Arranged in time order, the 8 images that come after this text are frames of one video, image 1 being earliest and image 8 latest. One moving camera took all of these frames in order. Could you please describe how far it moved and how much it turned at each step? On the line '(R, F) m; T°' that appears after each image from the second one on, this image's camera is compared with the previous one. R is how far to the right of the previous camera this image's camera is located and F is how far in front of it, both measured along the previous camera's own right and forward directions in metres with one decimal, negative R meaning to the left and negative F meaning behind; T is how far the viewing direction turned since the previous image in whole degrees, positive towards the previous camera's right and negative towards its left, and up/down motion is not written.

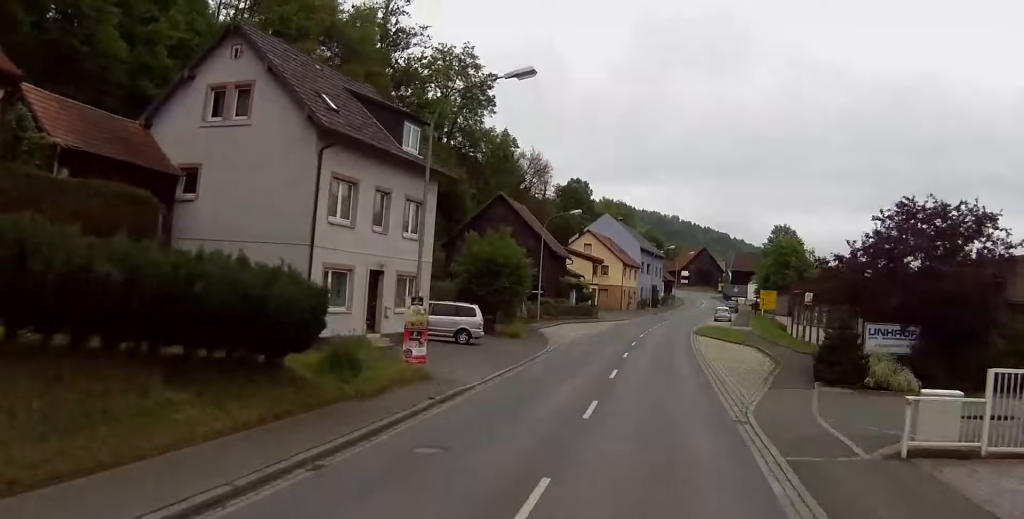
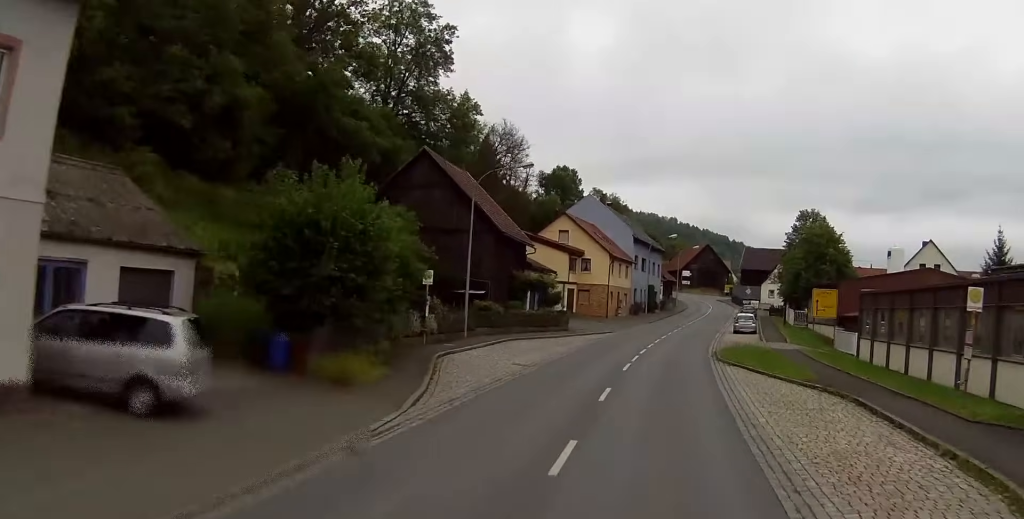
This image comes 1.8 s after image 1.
(-0.1, +24.1) m; -1°
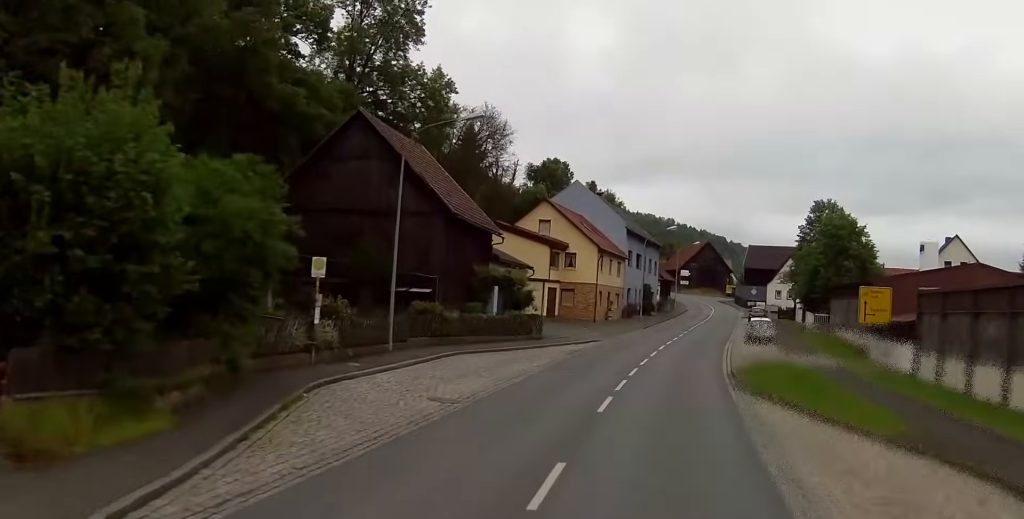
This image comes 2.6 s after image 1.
(-0.1, +11.3) m; -1°
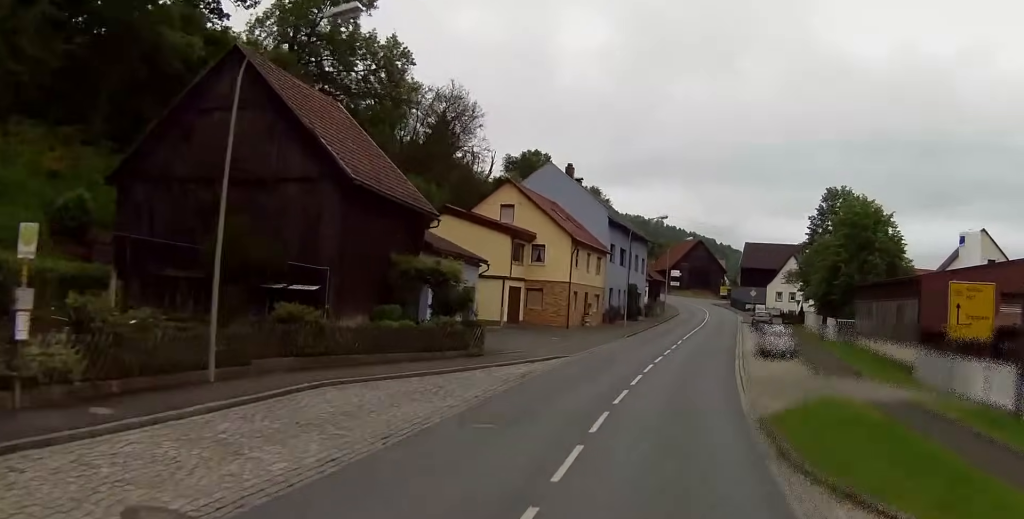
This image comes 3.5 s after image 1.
(-0.1, +12.1) m; 0°
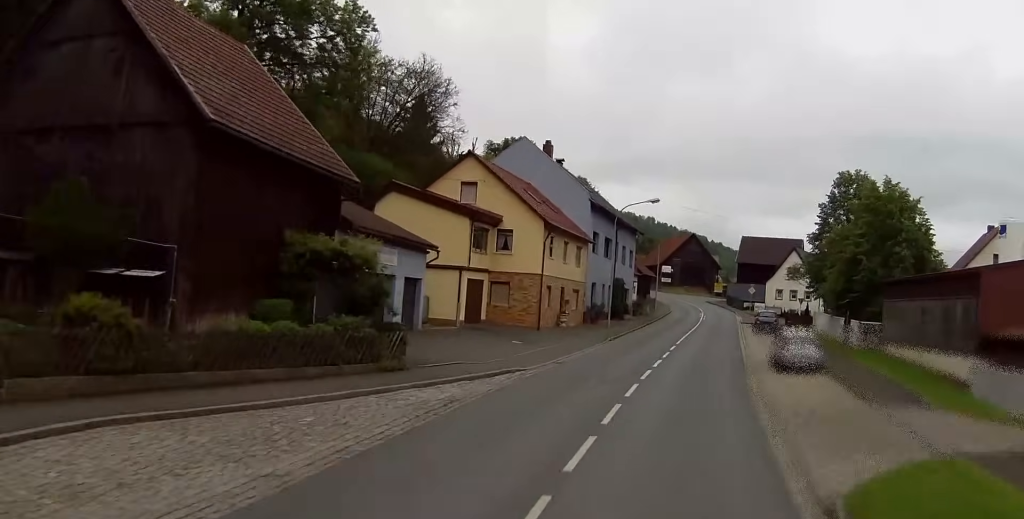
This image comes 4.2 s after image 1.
(0.0, +8.9) m; +1°
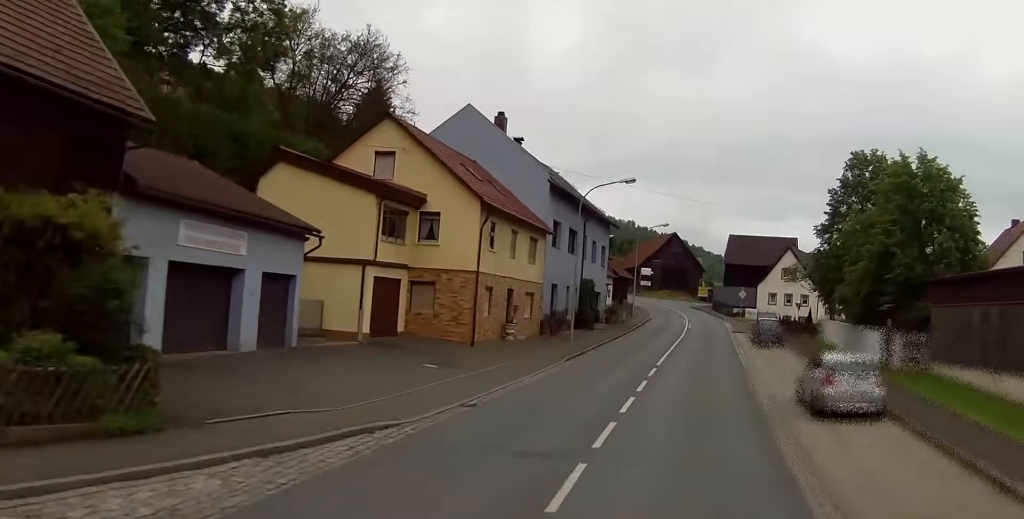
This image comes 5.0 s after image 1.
(+0.3, +11.5) m; +2°
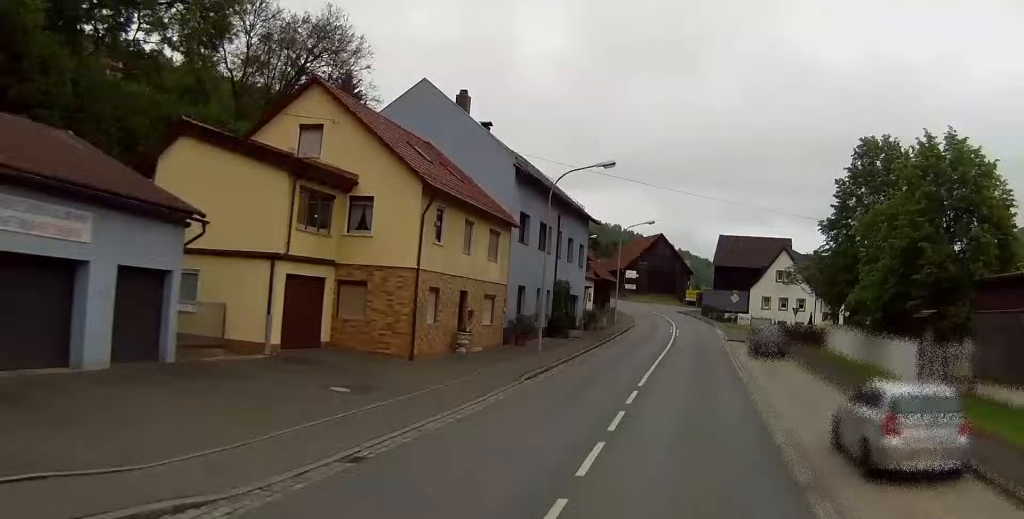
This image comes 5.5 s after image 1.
(+0.1, +6.6) m; +1°
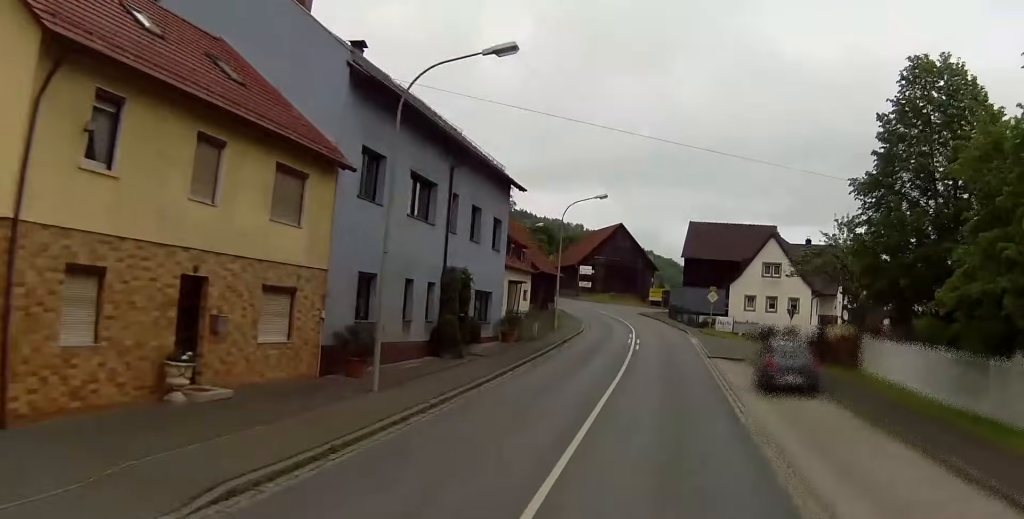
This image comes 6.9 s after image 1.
(+0.2, +17.4) m; +2°
